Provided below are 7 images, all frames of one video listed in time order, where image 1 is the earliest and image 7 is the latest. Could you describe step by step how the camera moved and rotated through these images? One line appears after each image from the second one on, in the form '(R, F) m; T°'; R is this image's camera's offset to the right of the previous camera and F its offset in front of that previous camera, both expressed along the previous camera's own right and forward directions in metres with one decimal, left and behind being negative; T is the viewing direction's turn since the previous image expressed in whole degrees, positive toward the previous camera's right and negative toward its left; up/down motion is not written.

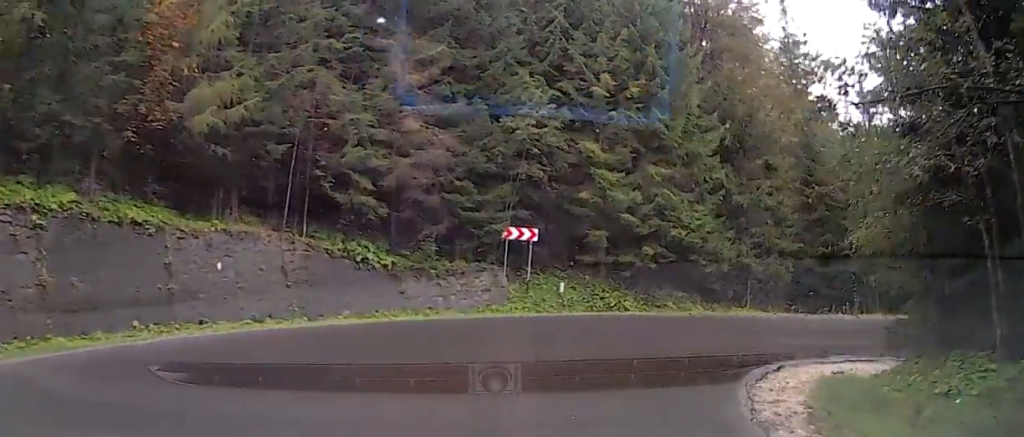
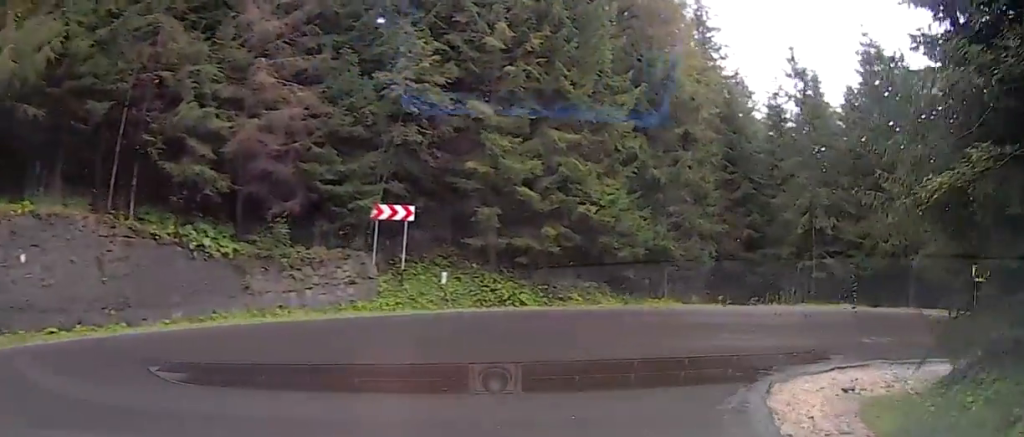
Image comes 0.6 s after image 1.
(+0.1, +4.8) m; +6°
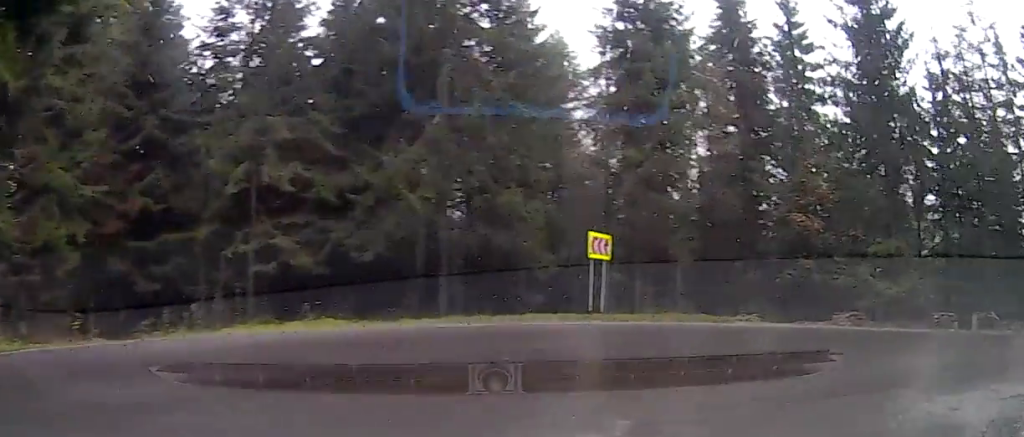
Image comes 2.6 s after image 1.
(+5.0, +9.4) m; +81°
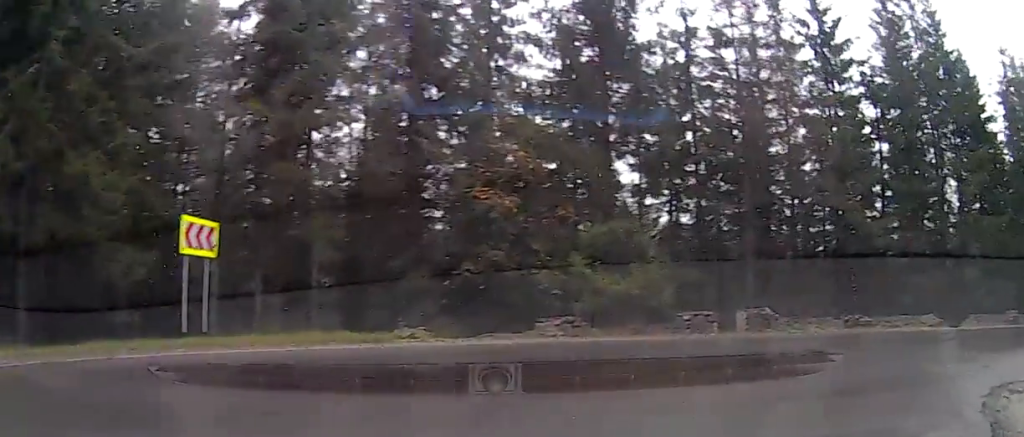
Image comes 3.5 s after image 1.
(+2.0, +5.3) m; +32°
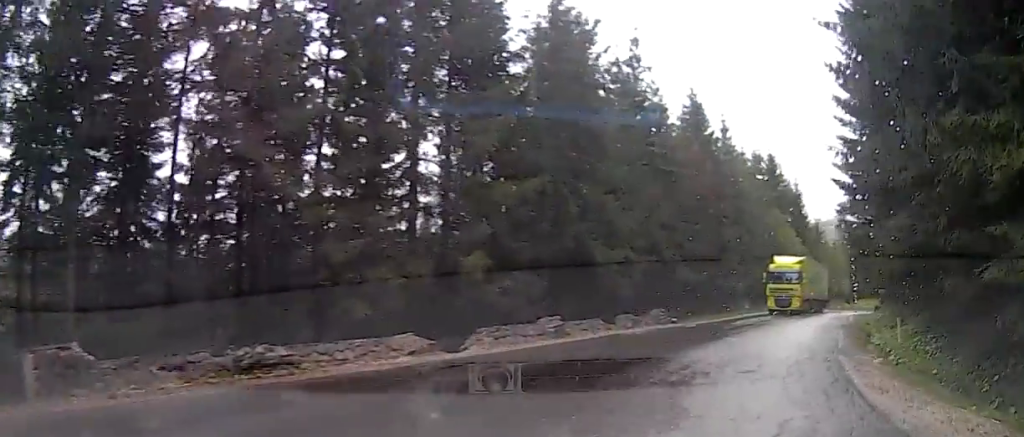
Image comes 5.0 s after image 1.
(+3.6, +11.5) m; +42°
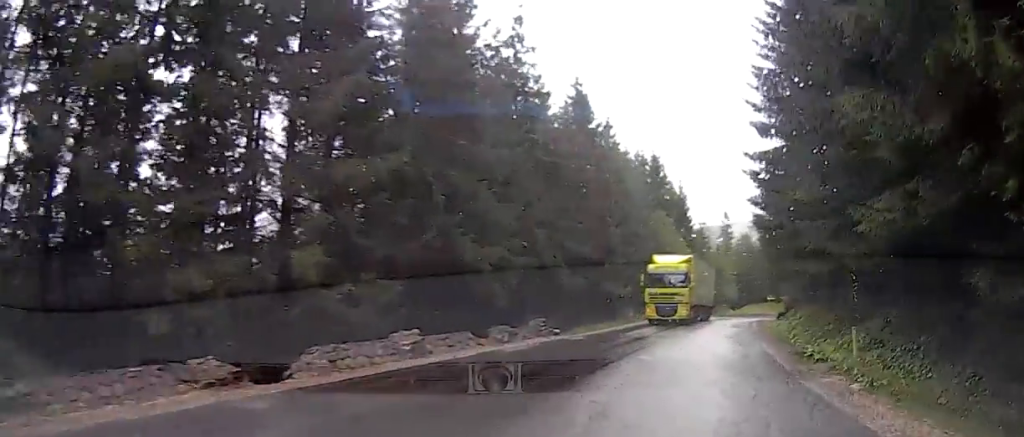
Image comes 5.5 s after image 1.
(+1.1, +4.0) m; +12°
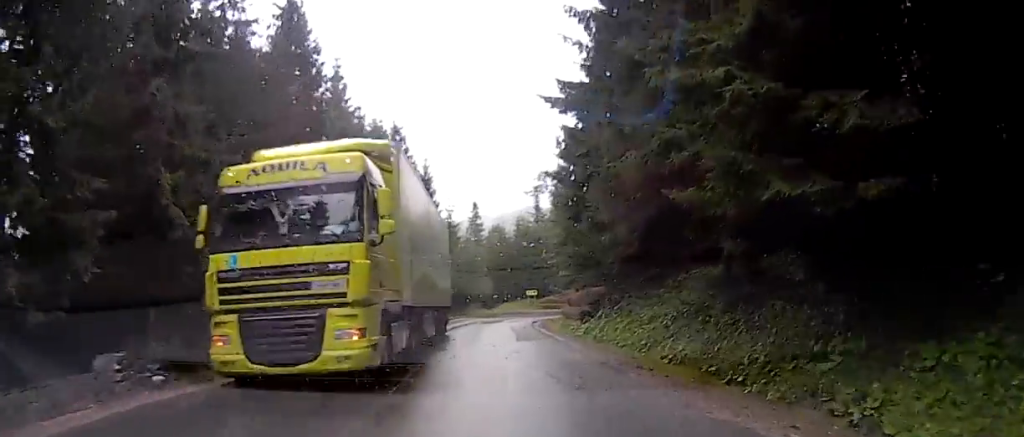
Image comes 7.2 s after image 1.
(+3.0, +14.6) m; +7°
